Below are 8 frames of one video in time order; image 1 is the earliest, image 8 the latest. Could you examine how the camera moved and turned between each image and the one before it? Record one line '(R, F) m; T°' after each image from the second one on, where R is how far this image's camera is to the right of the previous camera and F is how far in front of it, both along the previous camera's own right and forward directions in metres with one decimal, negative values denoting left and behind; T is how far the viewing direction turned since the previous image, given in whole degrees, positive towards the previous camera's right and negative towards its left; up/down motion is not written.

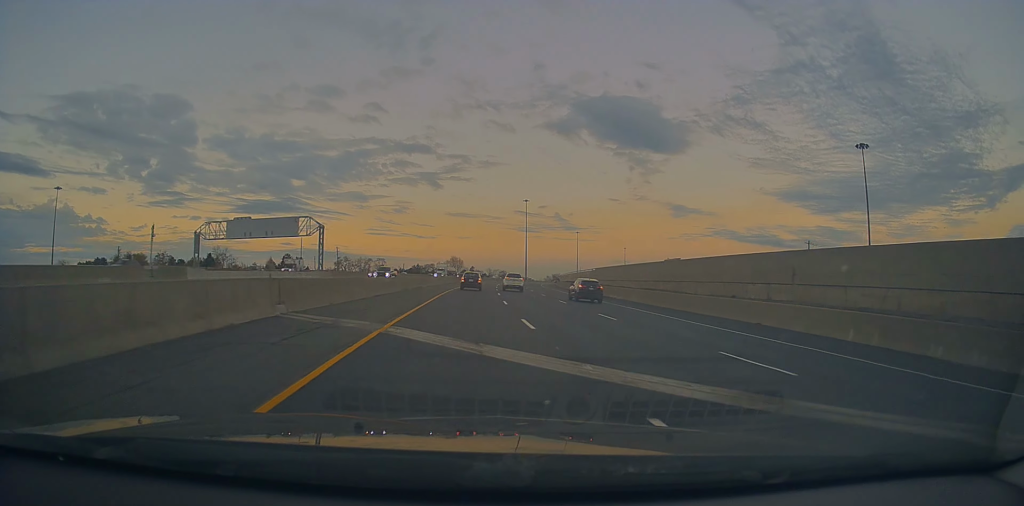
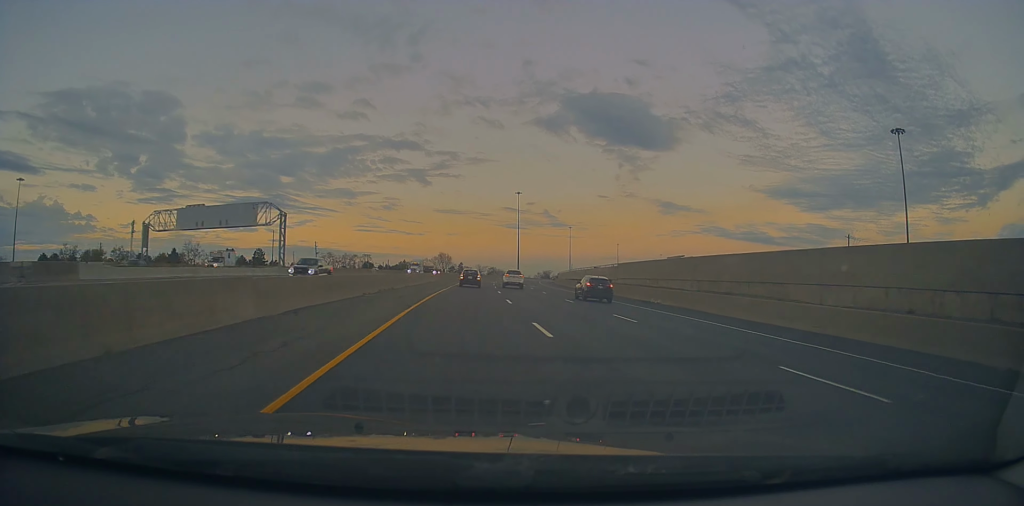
(0.0, +14.8) m; +1°
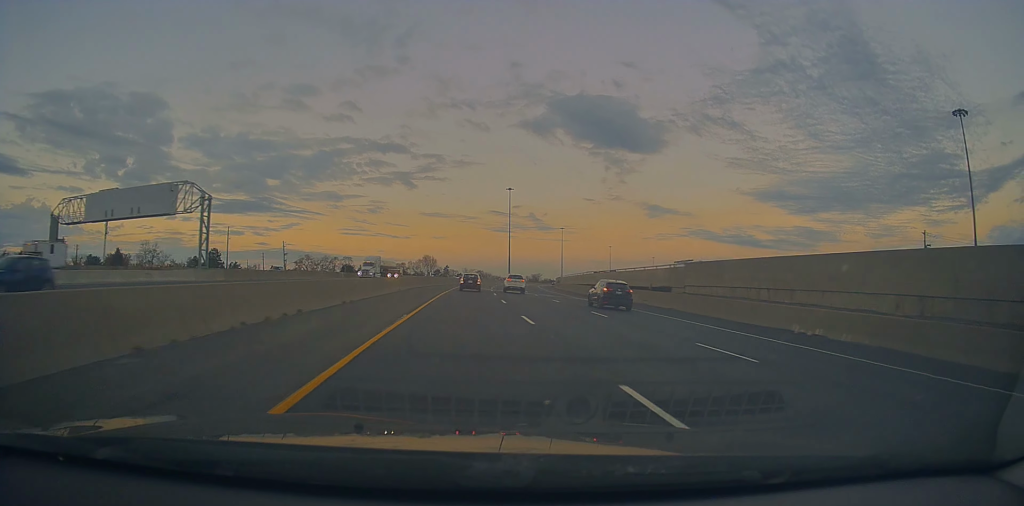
(+0.2, +20.4) m; +1°
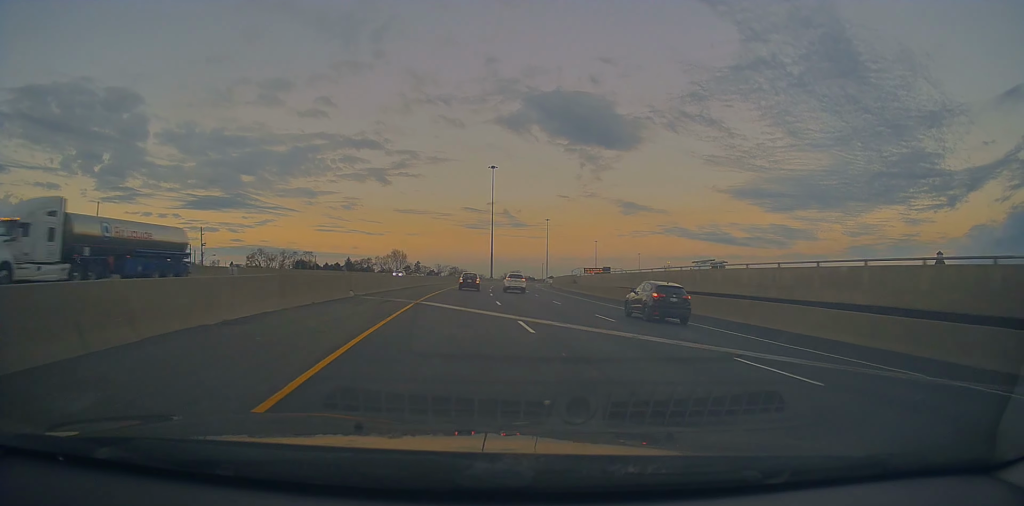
(+0.8, +39.7) m; +3°
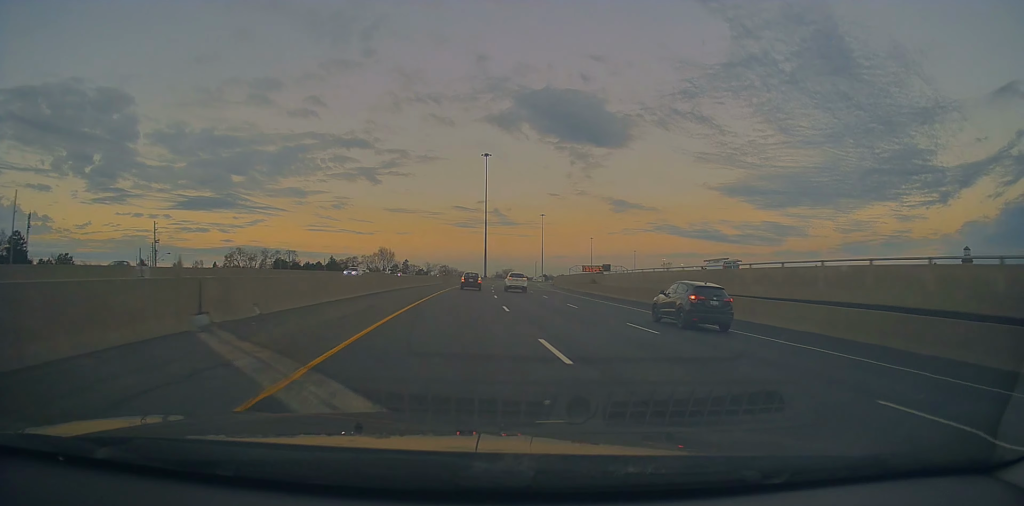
(+0.1, +17.0) m; +1°
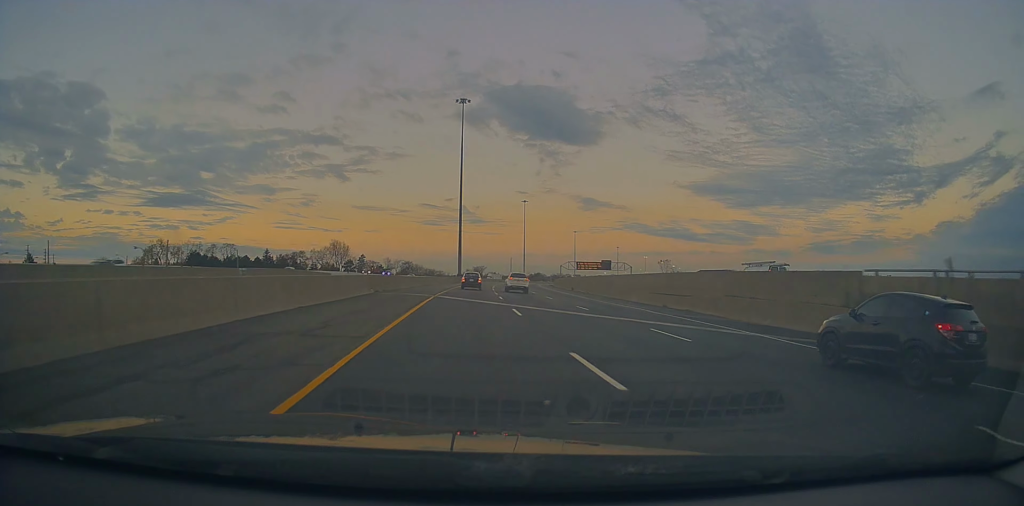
(+1.4, +51.2) m; +3°
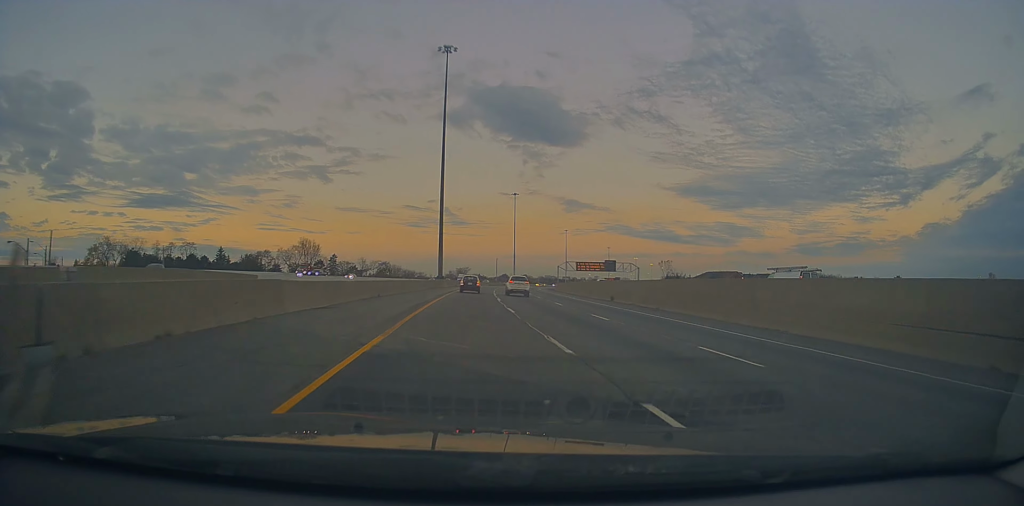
(+0.5, +28.4) m; +2°
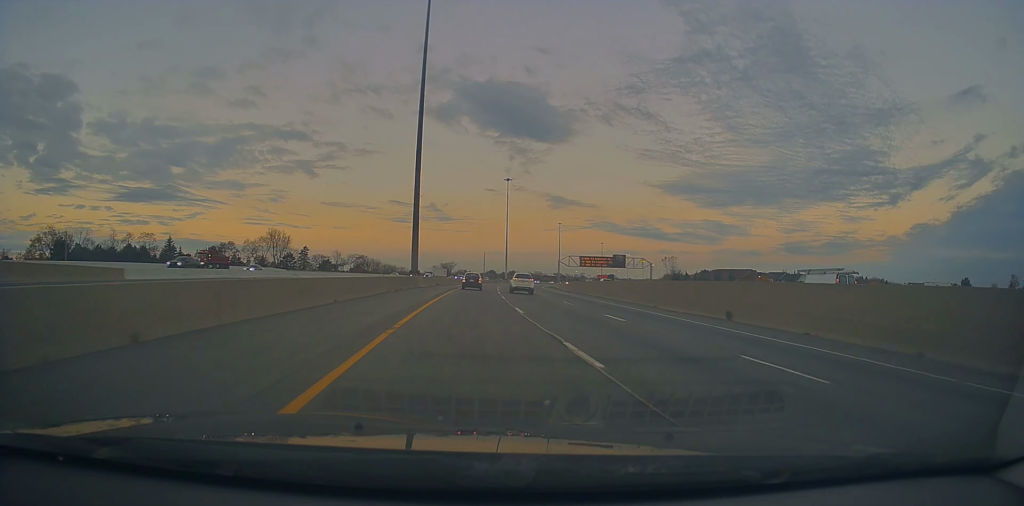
(+0.6, +26.1) m; +2°
